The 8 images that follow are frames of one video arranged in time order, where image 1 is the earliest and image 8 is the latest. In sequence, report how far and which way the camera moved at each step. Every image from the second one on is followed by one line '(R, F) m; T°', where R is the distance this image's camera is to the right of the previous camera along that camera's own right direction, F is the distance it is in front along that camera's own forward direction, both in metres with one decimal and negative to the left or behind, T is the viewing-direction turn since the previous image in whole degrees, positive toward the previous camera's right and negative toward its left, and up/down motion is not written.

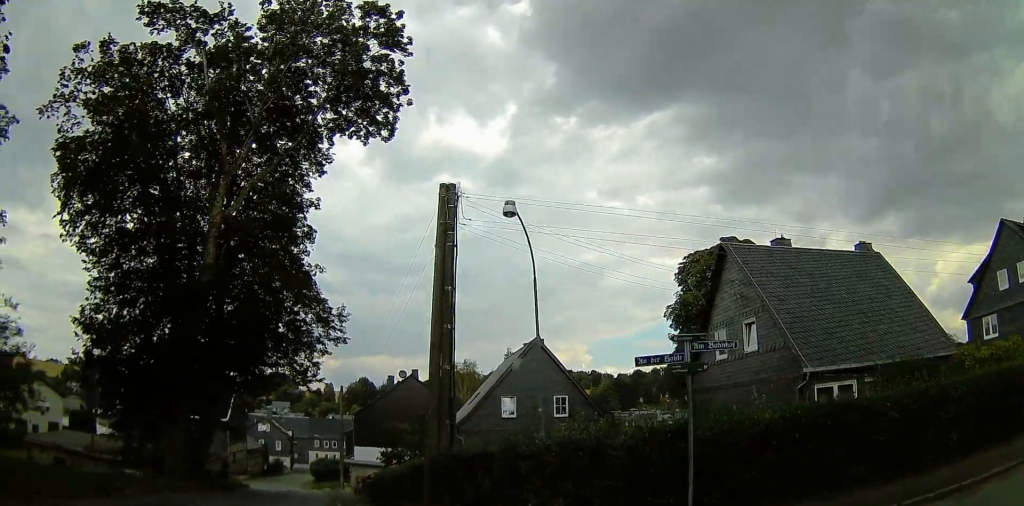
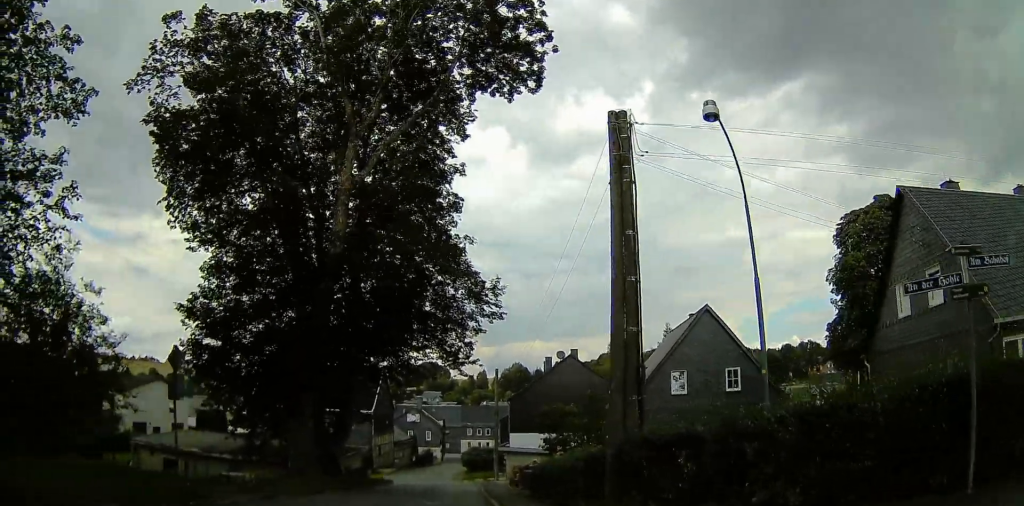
(-0.1, +2.8) m; -5°
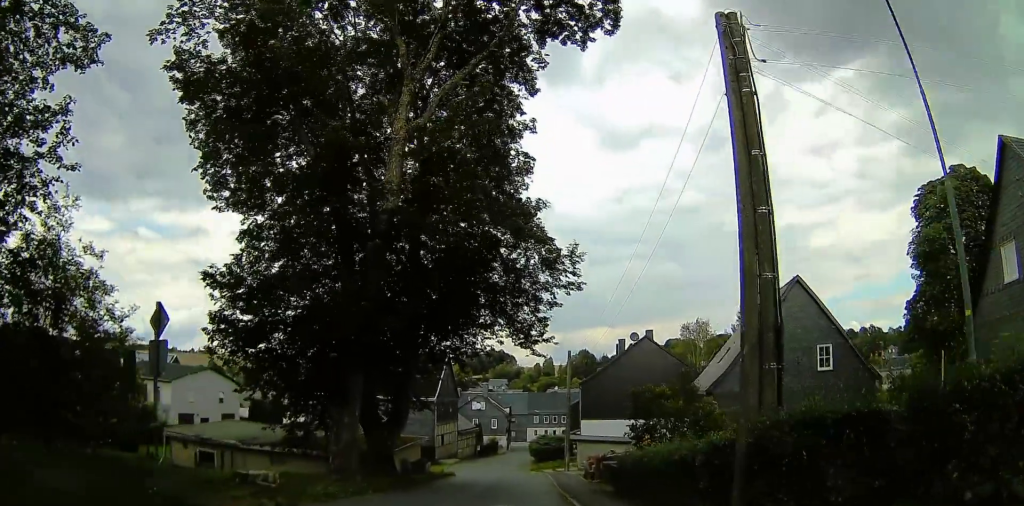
(-0.1, +2.8) m; -3°
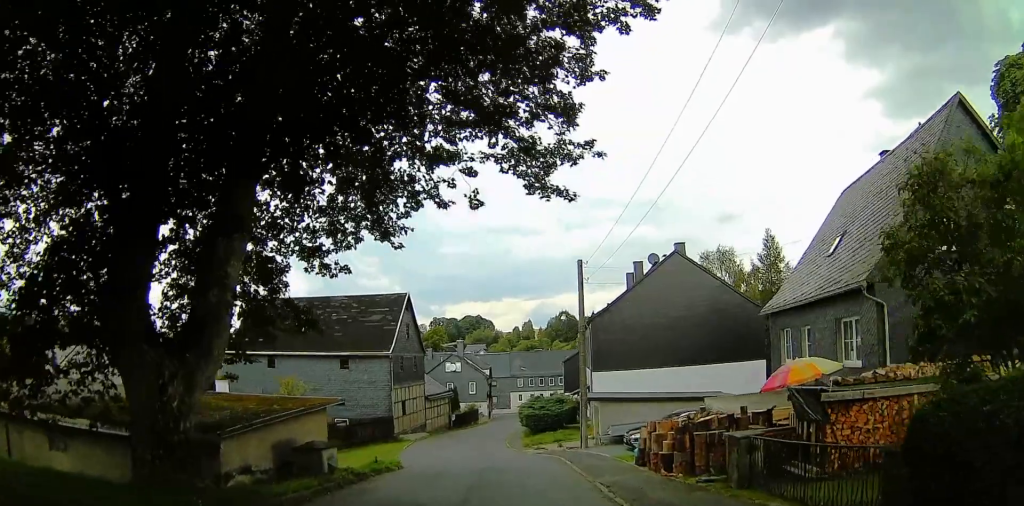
(-0.7, +14.2) m; -3°
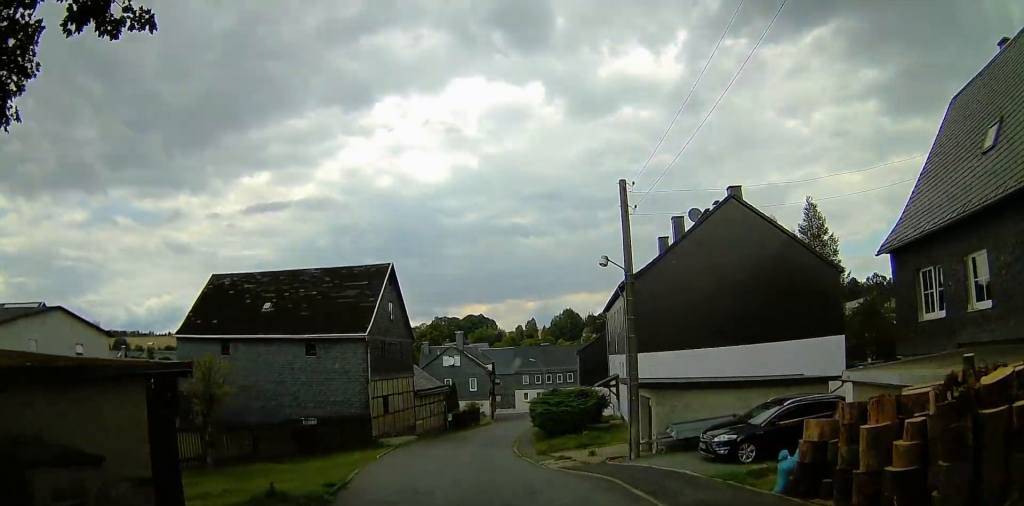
(0.0, +9.2) m; -1°
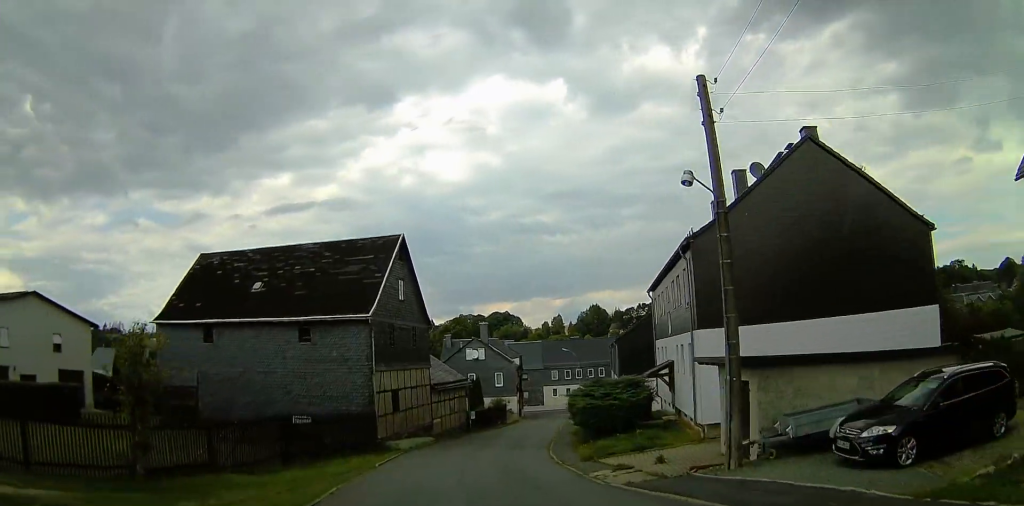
(0.0, +6.1) m; 0°
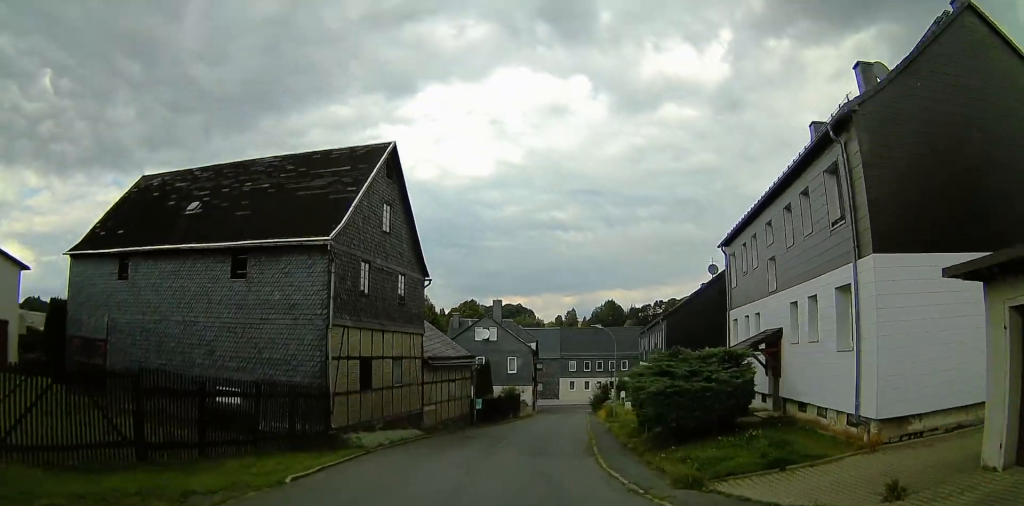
(+0.1, +10.1) m; +3°
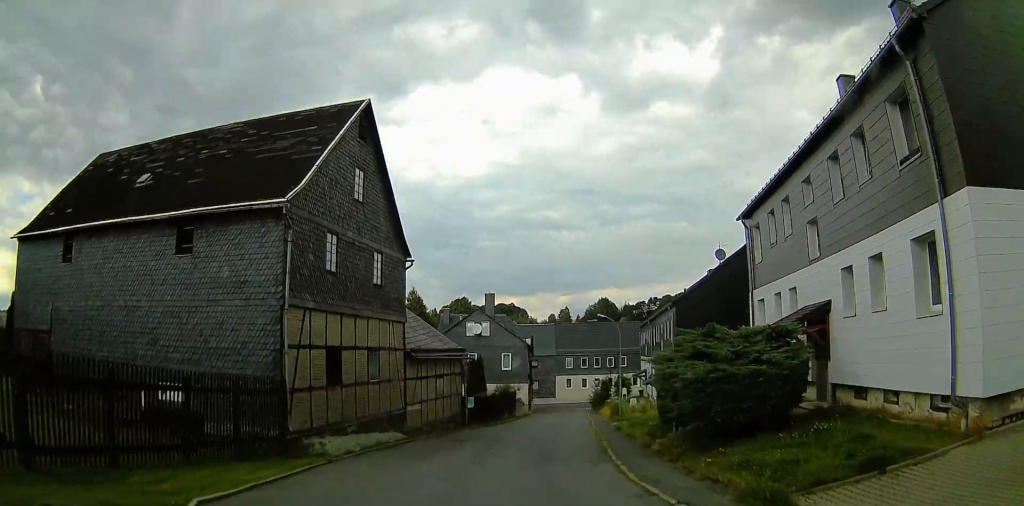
(+0.1, +3.4) m; +1°
